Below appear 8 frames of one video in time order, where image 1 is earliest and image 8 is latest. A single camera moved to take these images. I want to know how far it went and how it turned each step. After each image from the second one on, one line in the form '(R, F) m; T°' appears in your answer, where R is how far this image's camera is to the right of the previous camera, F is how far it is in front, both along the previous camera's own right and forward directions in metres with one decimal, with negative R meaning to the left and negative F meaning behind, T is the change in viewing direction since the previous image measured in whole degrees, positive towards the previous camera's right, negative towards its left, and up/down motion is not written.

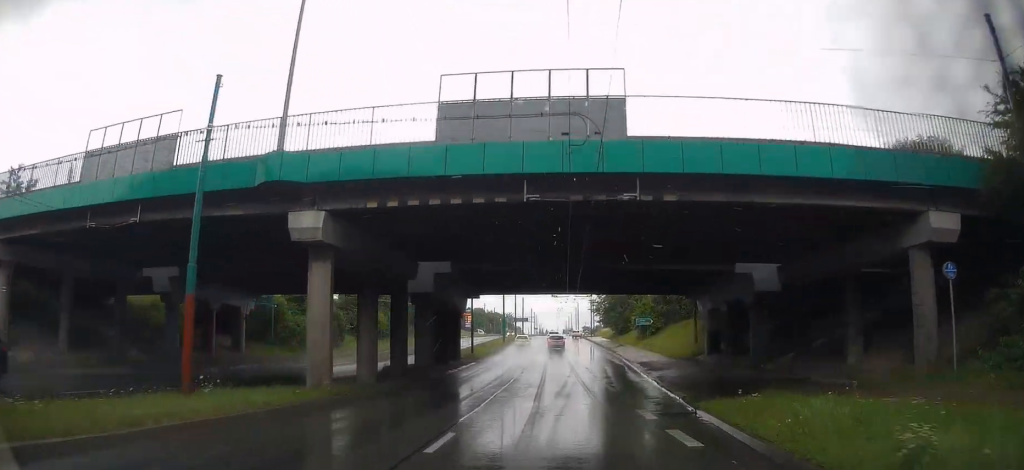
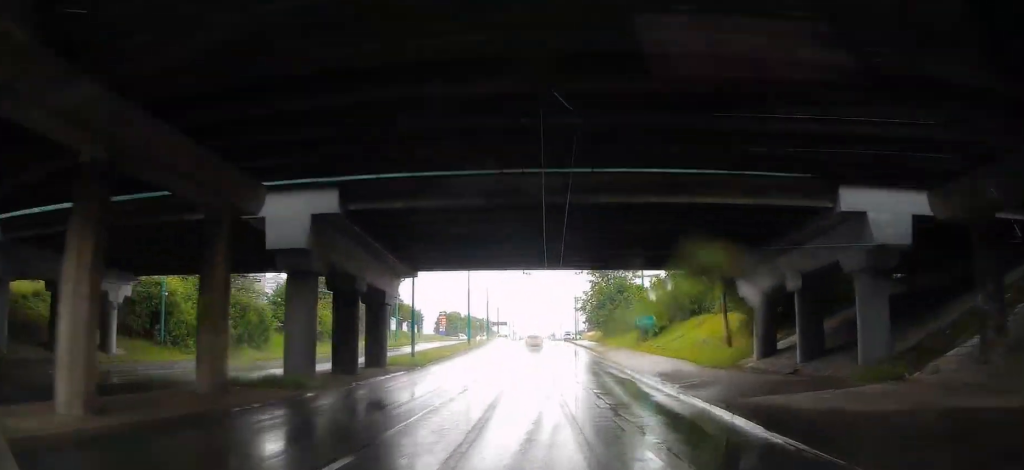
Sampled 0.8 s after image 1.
(-0.1, +14.7) m; +1°
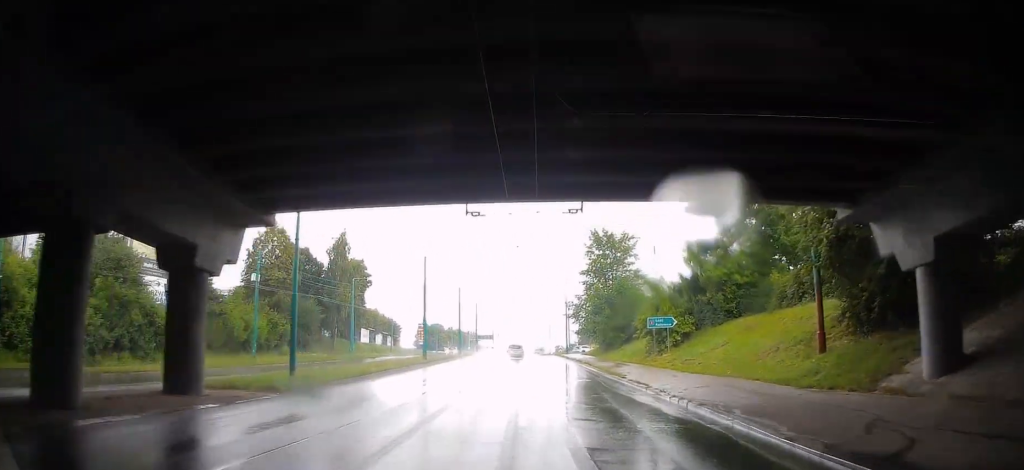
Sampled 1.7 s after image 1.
(+0.4, +15.8) m; +1°
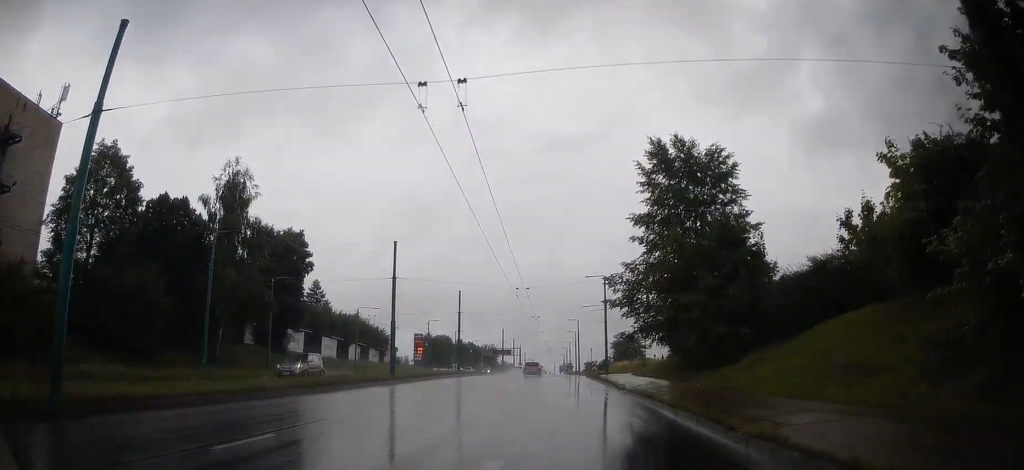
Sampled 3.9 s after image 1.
(-1.4, +36.0) m; -4°
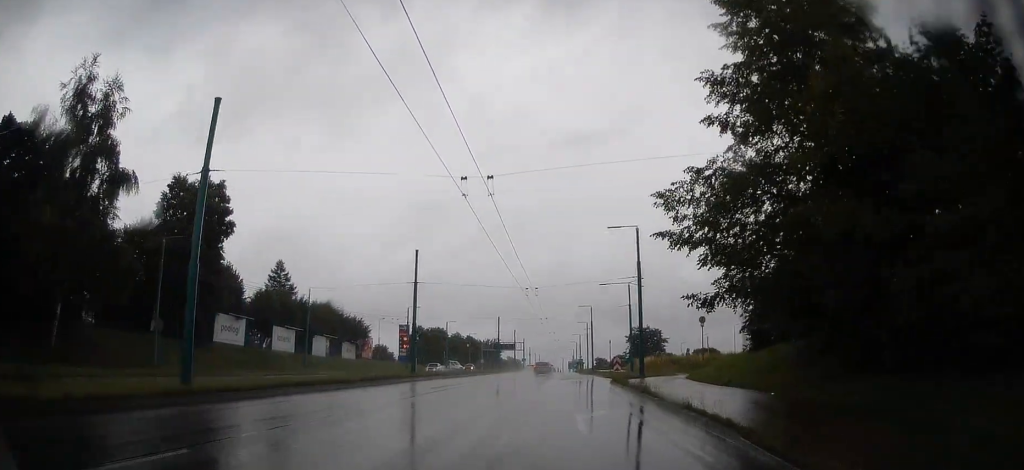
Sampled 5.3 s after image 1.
(-0.1, +18.8) m; +1°
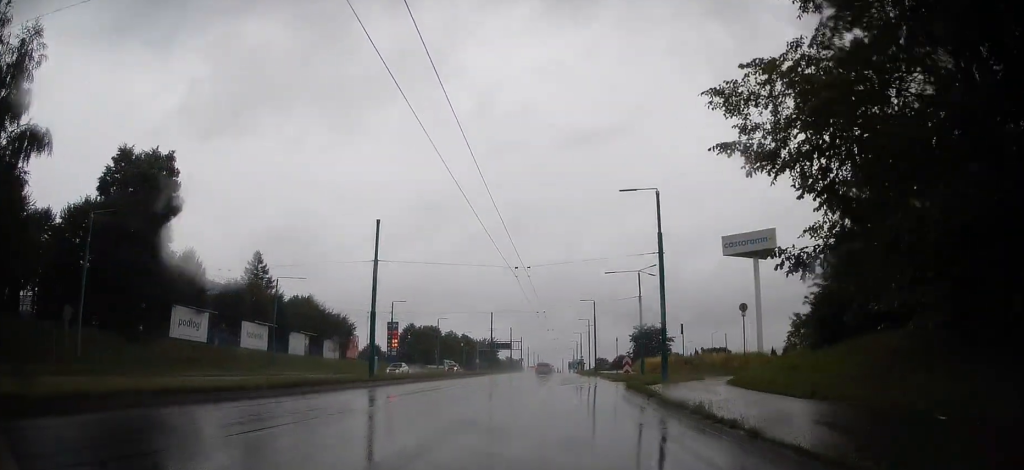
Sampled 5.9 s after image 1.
(+0.1, +7.5) m; +1°
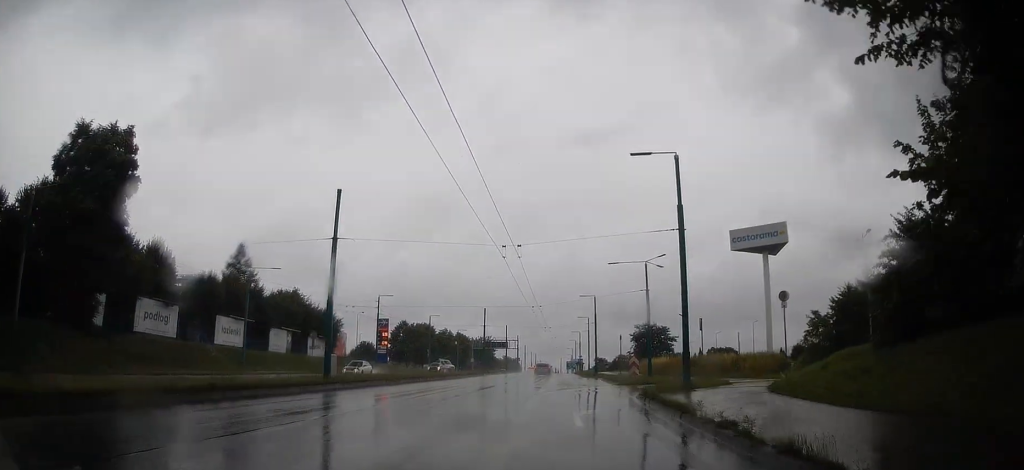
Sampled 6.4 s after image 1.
(+0.1, +4.7) m; 0°
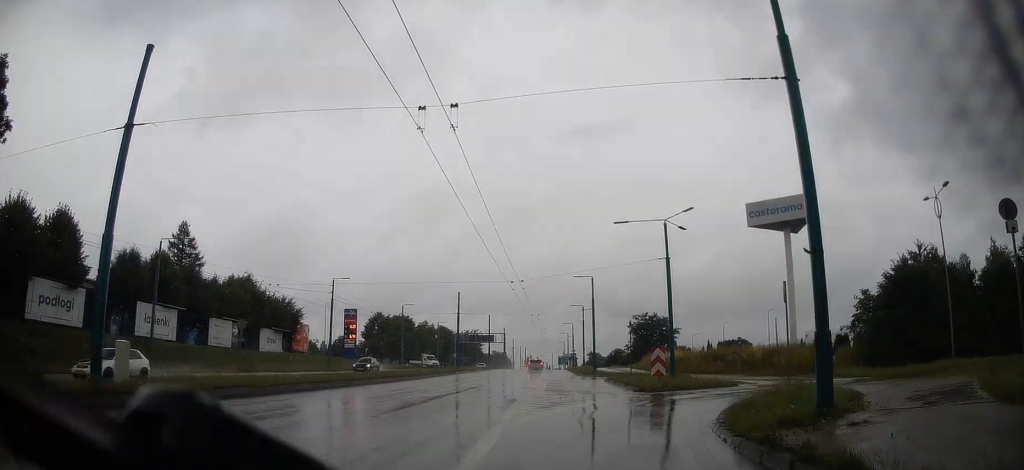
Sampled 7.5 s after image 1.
(-0.1, +10.9) m; +8°
